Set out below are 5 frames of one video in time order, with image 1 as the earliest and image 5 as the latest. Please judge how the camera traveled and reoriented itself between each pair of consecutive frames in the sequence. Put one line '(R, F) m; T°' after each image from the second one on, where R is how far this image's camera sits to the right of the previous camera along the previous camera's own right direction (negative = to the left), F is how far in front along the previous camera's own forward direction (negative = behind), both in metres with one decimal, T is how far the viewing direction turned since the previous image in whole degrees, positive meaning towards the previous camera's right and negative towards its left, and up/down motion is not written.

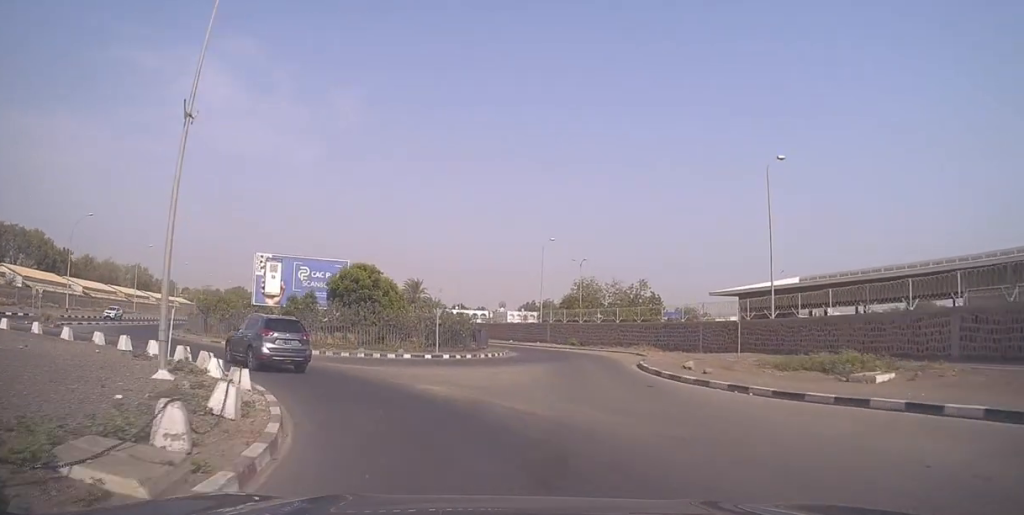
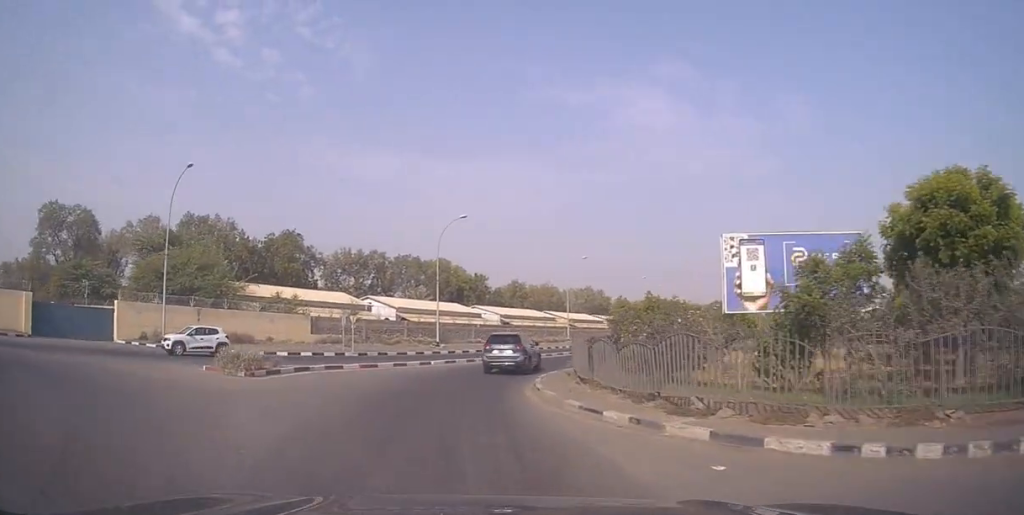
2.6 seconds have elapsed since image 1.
(-7.4, +20.3) m; -44°
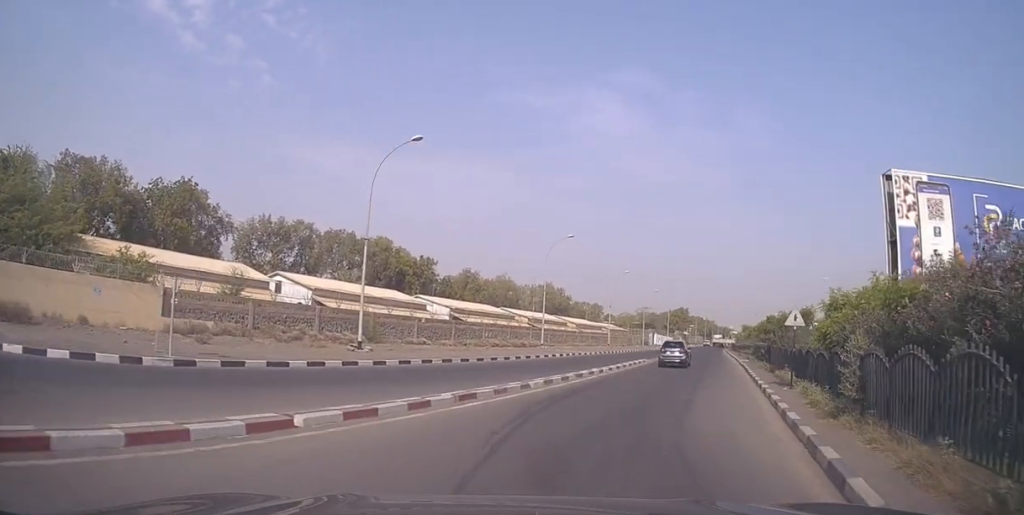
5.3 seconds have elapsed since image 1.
(-2.5, +20.0) m; +5°
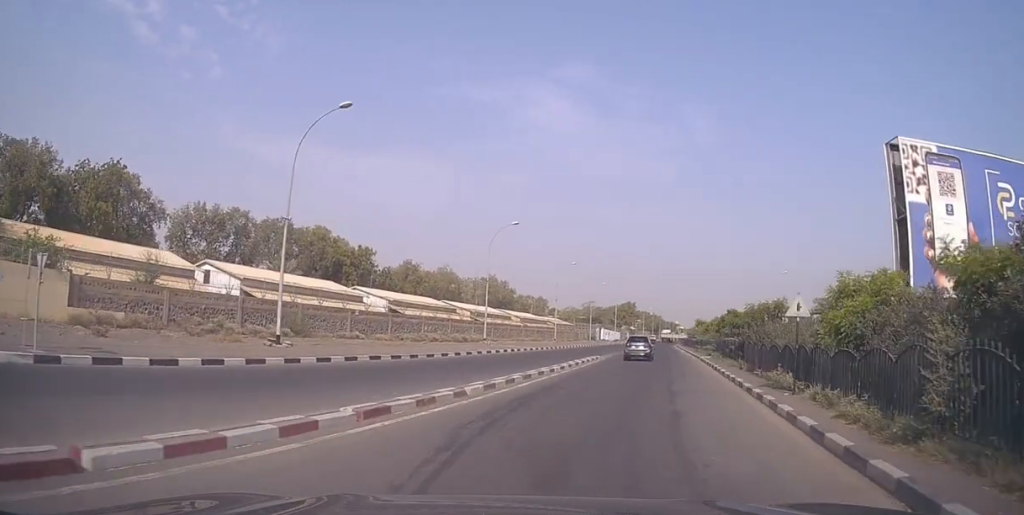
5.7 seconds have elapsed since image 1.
(+0.7, +3.7) m; +6°
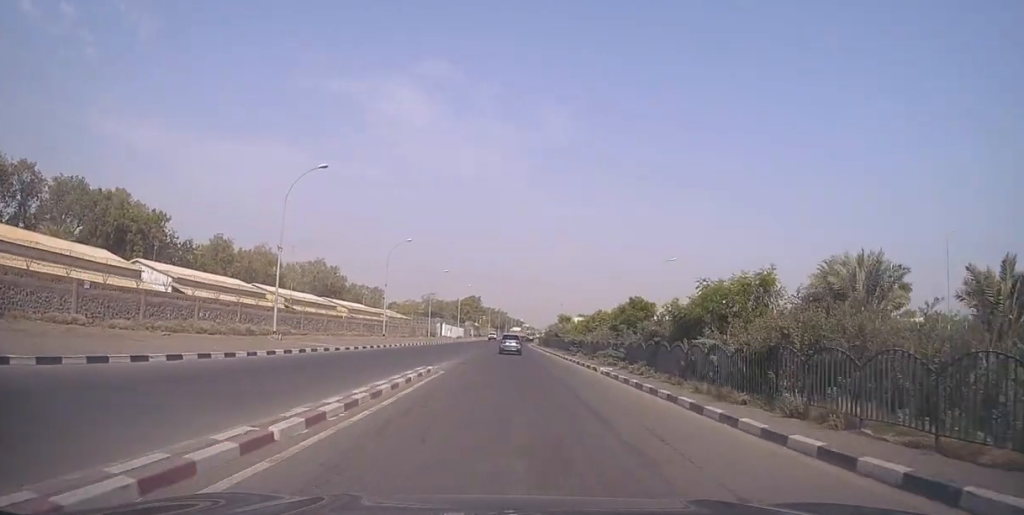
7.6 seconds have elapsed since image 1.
(+2.1, +16.8) m; +10°
